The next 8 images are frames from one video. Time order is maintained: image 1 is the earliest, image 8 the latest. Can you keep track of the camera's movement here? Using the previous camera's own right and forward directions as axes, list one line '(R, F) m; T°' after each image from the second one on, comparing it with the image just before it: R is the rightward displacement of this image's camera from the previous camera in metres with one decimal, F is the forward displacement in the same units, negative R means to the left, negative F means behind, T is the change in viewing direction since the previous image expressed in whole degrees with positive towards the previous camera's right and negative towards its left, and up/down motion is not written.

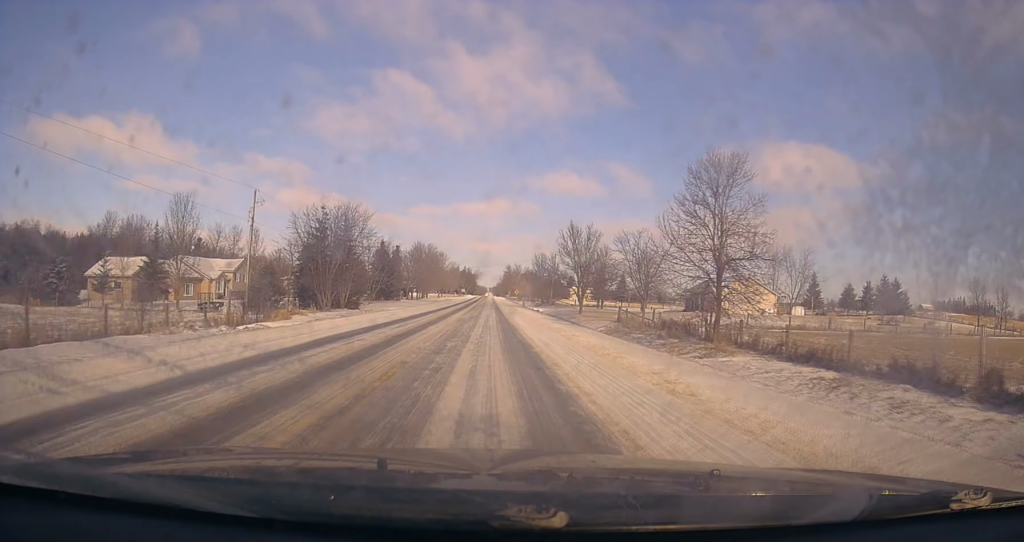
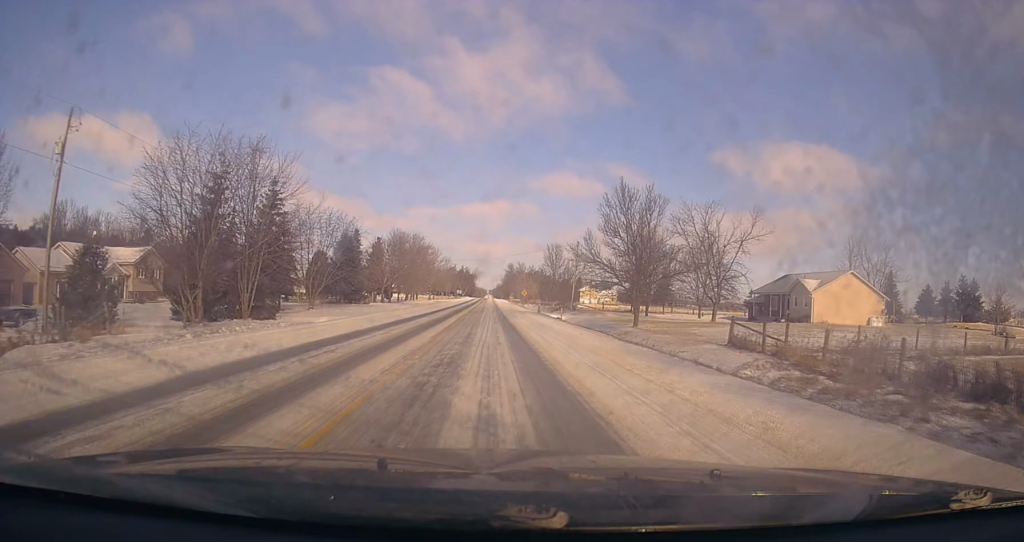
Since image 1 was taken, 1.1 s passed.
(+0.5, +26.4) m; 0°
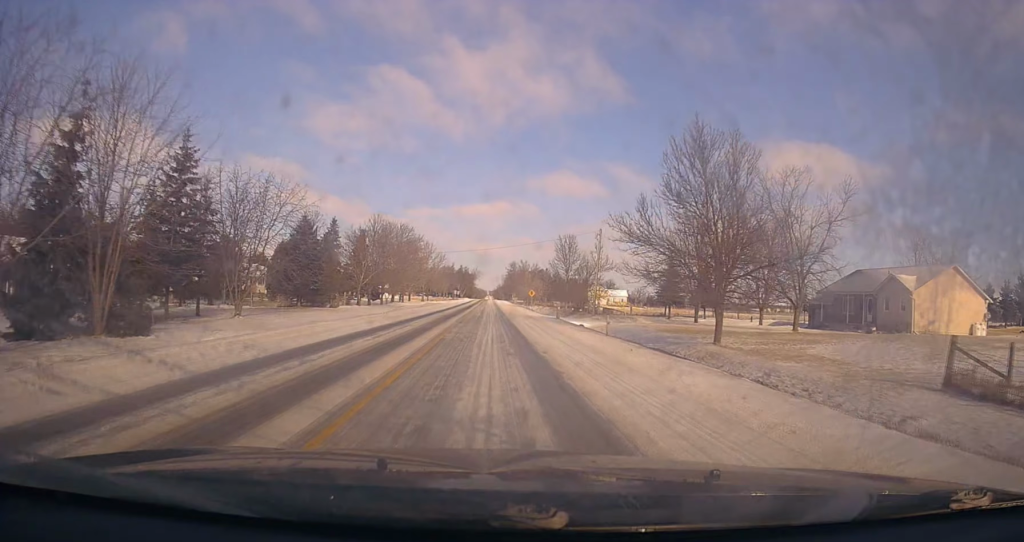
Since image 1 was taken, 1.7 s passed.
(-0.4, +15.9) m; -1°
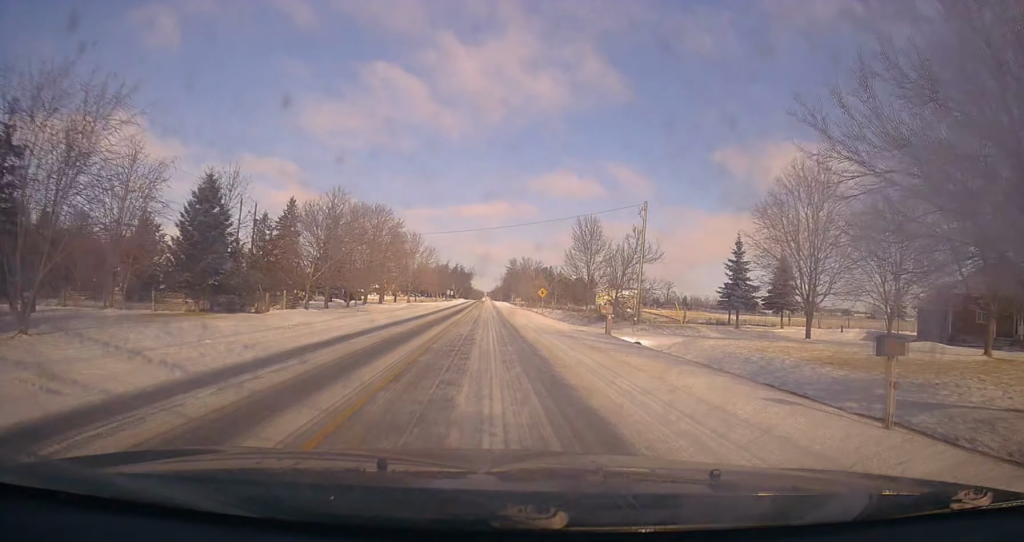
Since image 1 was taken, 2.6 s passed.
(-0.3, +19.4) m; -1°
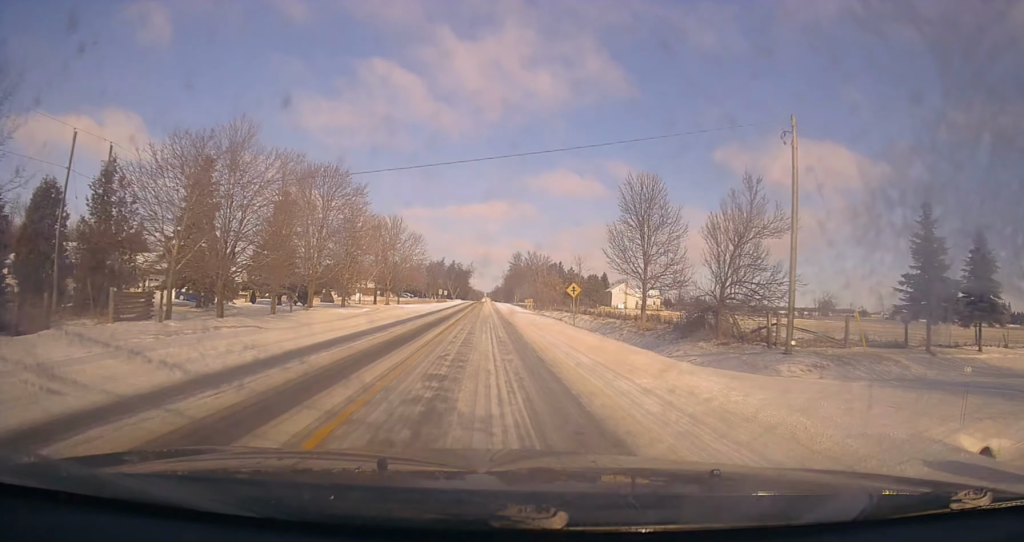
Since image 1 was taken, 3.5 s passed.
(+0.2, +23.4) m; +1°
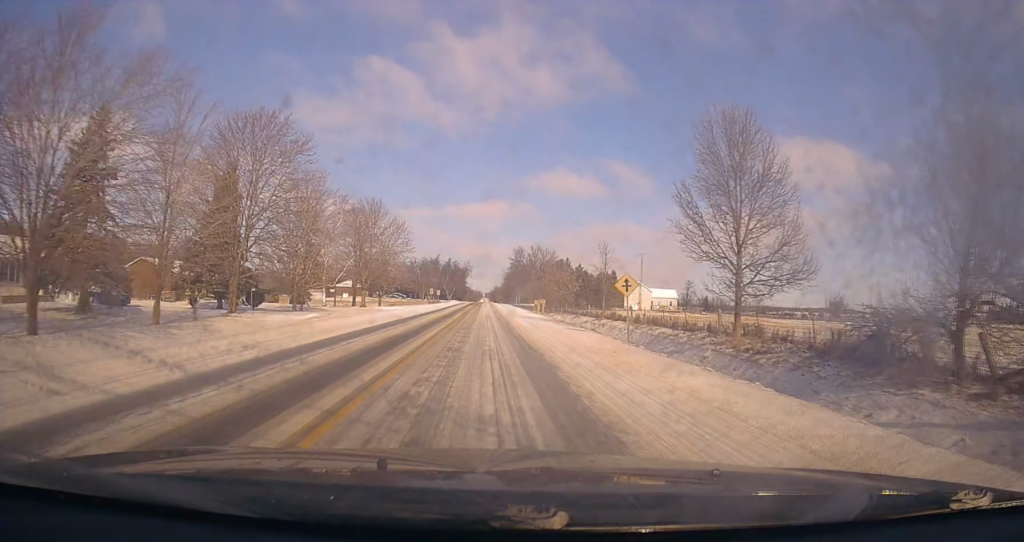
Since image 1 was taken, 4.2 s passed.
(-0.2, +15.9) m; +1°
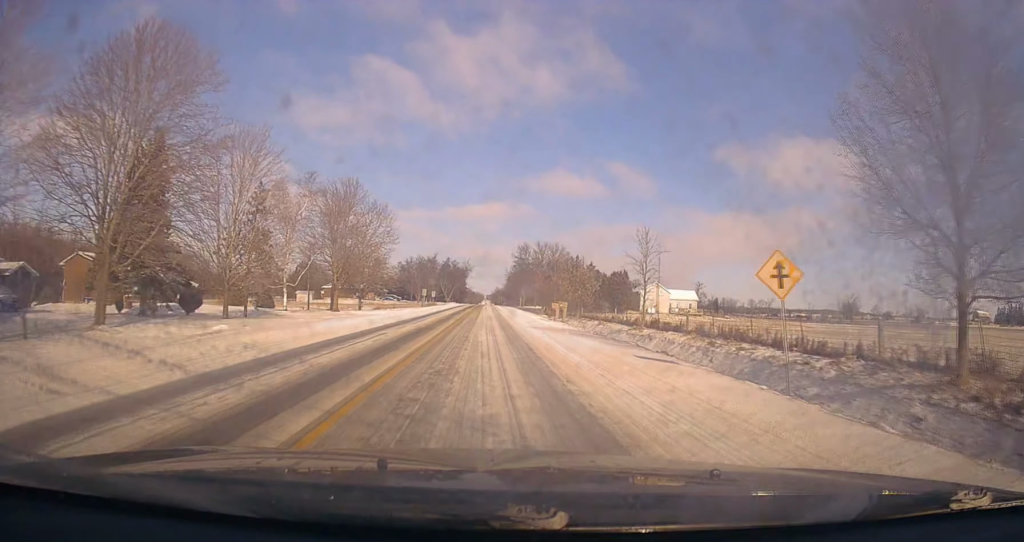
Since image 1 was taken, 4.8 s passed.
(+0.4, +13.8) m; 0°
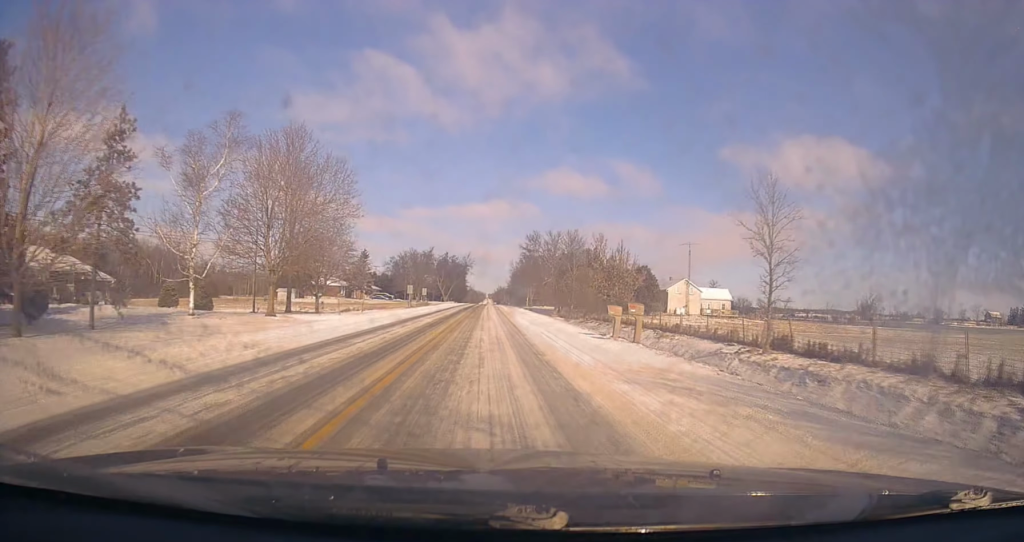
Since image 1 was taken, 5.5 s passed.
(+0.1, +18.1) m; 0°
